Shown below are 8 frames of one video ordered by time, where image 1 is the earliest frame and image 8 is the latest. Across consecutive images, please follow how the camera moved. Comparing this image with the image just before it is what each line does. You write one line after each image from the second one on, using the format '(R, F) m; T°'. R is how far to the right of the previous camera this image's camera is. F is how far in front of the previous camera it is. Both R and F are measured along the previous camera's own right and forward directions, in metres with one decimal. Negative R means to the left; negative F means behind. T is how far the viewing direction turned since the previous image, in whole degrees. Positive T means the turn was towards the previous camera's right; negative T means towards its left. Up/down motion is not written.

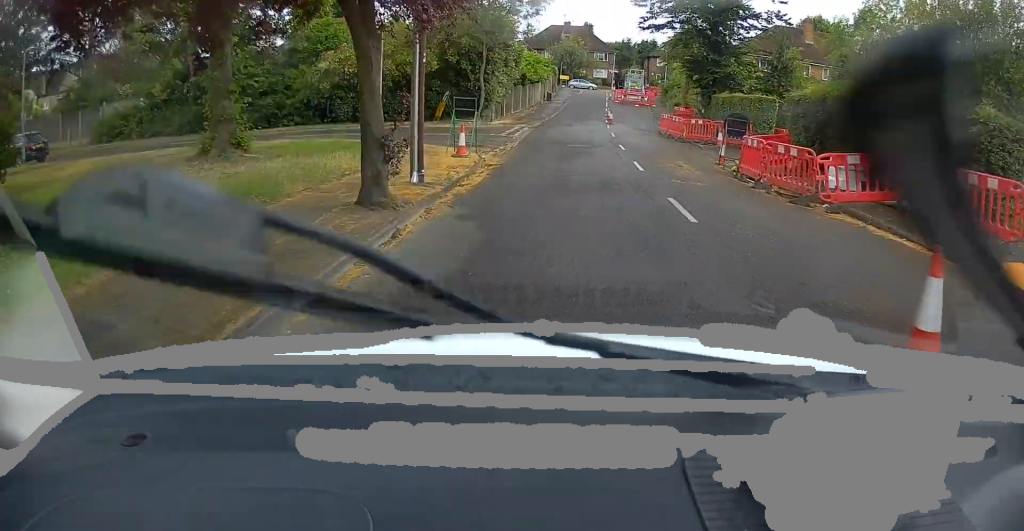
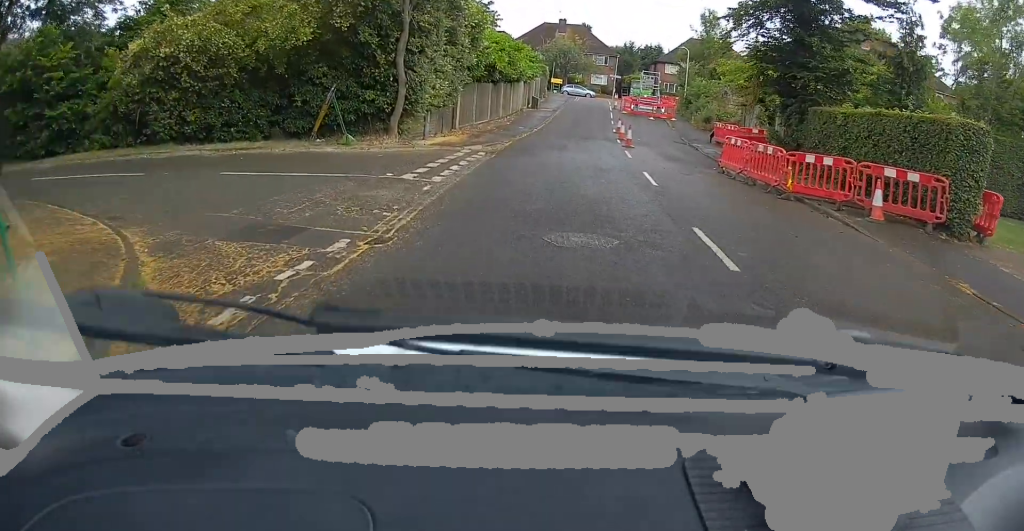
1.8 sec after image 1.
(-0.2, +14.3) m; 0°
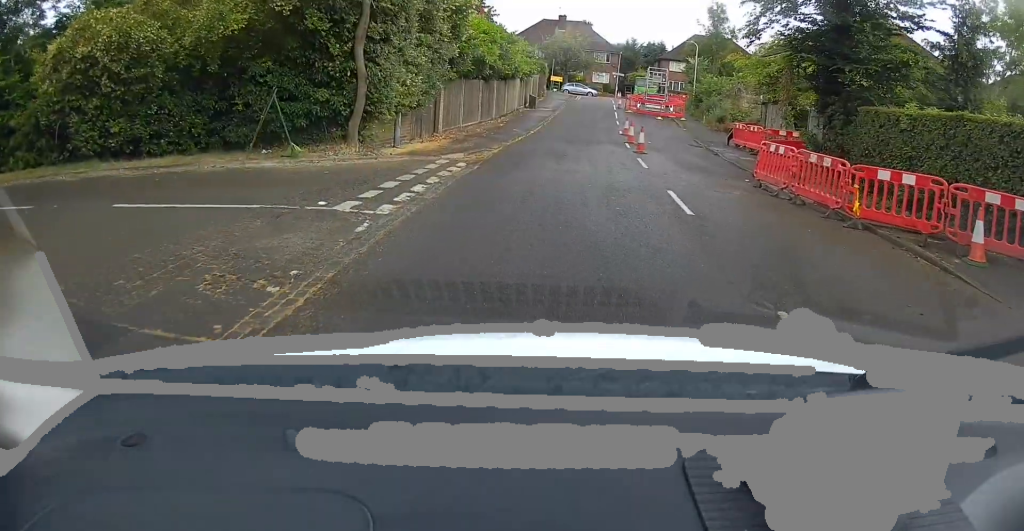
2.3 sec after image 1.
(0.0, +3.5) m; +1°
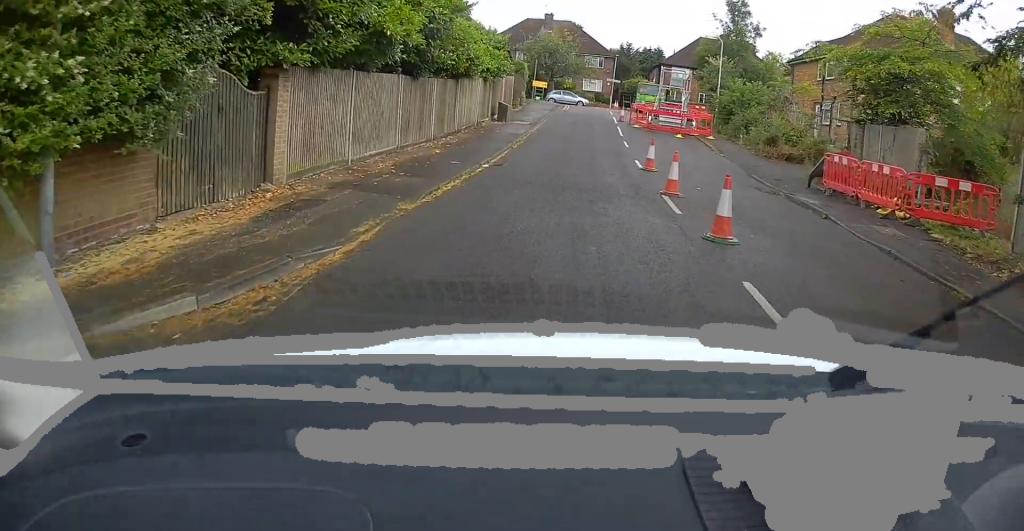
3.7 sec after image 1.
(+0.2, +11.4) m; +1°
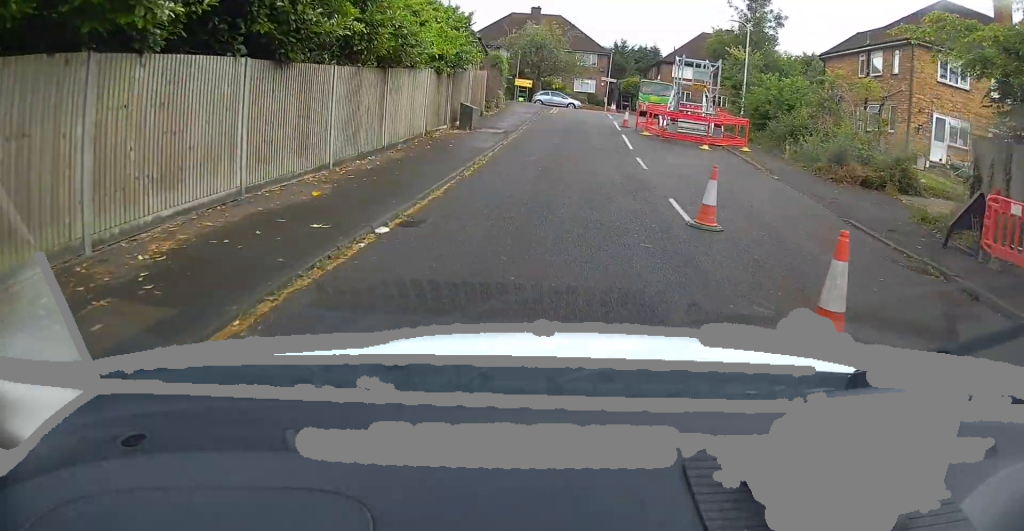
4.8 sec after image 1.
(0.0, +7.5) m; -1°
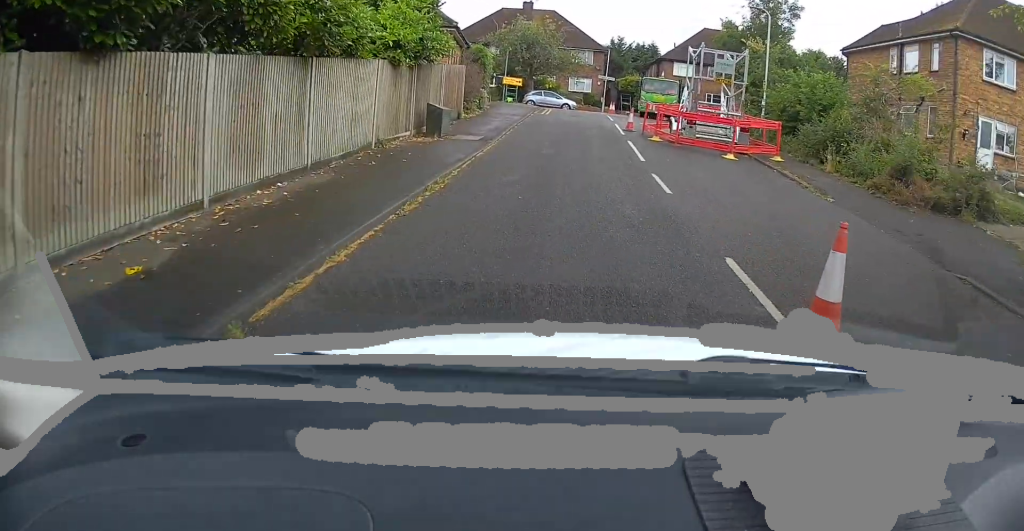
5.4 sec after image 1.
(0.0, +4.0) m; 0°
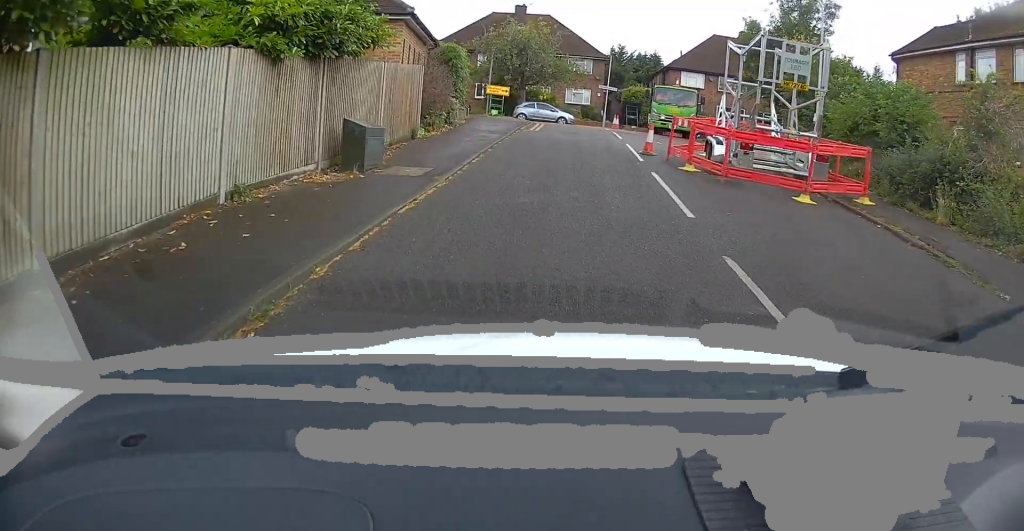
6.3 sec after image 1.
(0.0, +5.7) m; +2°
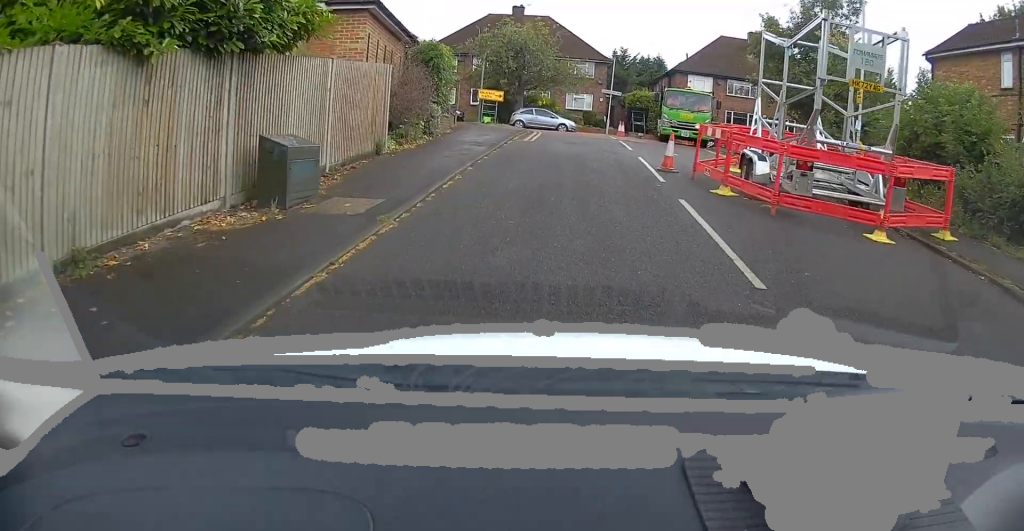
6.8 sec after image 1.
(+0.1, +2.8) m; +1°
